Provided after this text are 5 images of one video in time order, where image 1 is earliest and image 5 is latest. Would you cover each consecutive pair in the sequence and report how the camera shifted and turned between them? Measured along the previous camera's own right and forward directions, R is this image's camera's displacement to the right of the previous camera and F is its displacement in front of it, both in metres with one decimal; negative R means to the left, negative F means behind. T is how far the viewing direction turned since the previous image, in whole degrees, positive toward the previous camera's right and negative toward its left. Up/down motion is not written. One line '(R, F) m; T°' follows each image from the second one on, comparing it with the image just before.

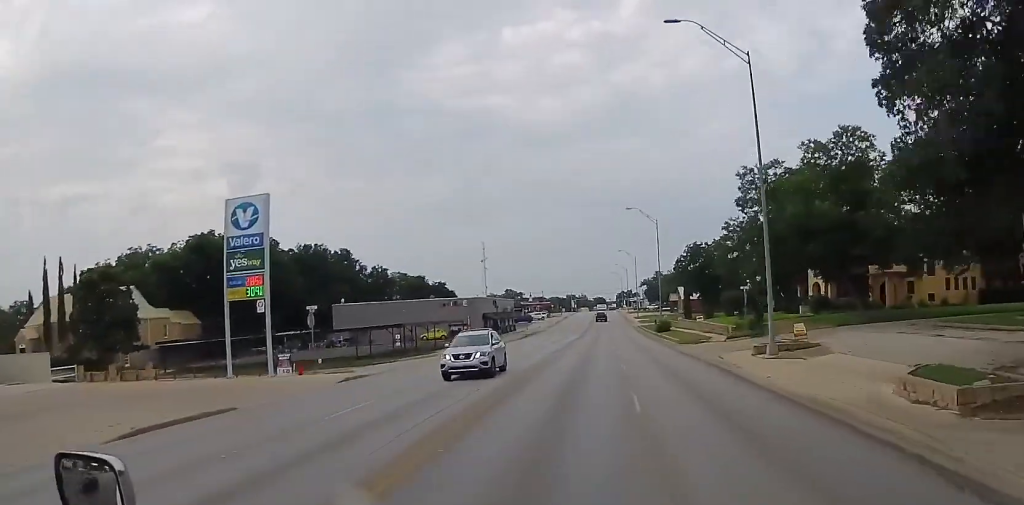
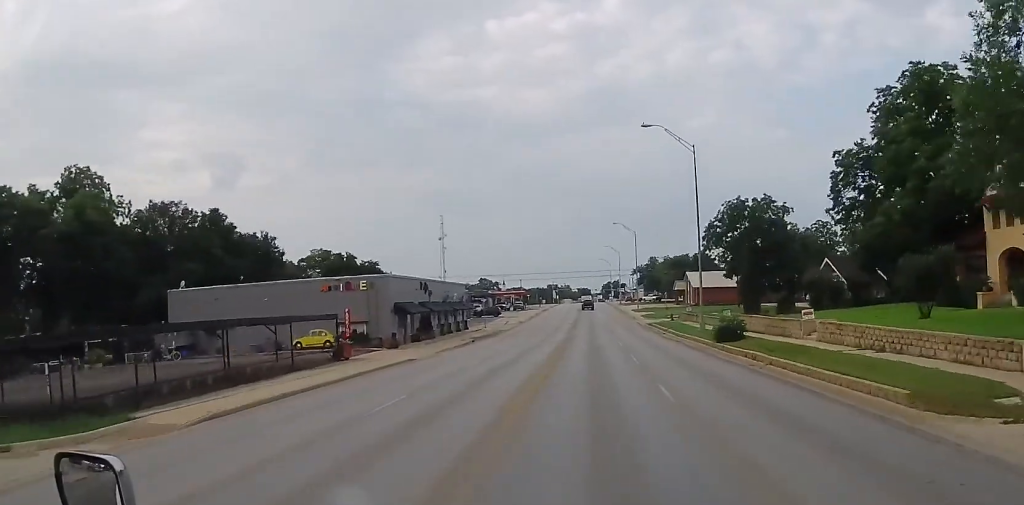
(+1.8, +35.0) m; +7°
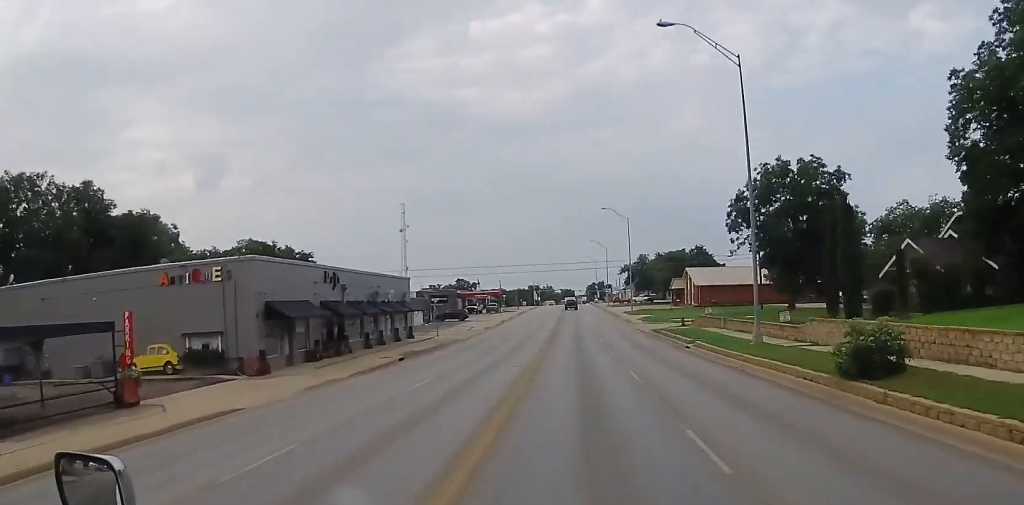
(+0.5, +18.7) m; -1°
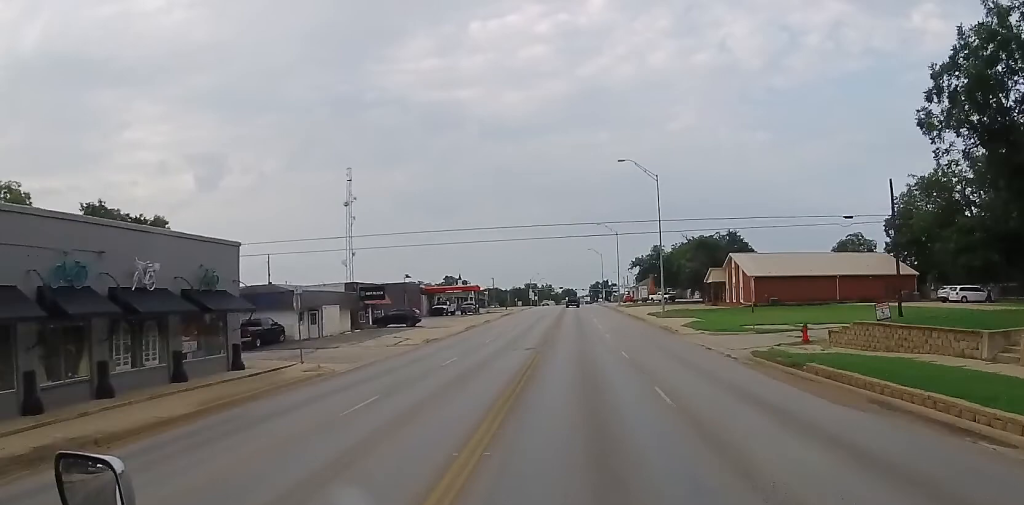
(-0.6, +31.1) m; 0°
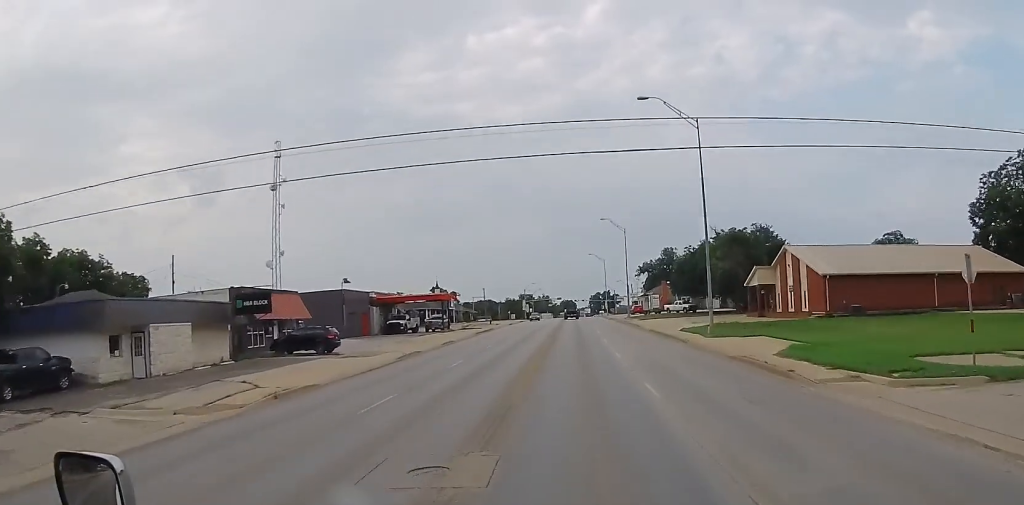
(-0.1, +22.8) m; -1°
